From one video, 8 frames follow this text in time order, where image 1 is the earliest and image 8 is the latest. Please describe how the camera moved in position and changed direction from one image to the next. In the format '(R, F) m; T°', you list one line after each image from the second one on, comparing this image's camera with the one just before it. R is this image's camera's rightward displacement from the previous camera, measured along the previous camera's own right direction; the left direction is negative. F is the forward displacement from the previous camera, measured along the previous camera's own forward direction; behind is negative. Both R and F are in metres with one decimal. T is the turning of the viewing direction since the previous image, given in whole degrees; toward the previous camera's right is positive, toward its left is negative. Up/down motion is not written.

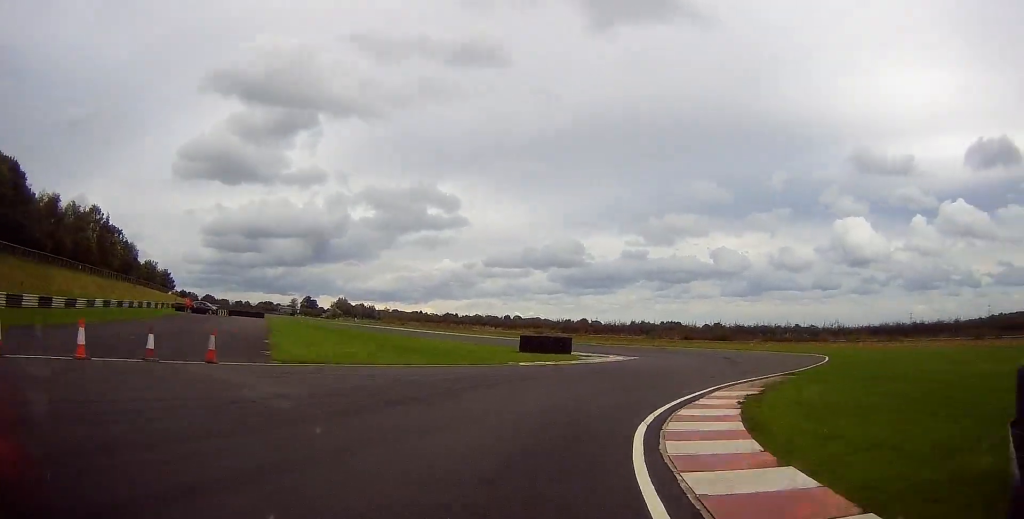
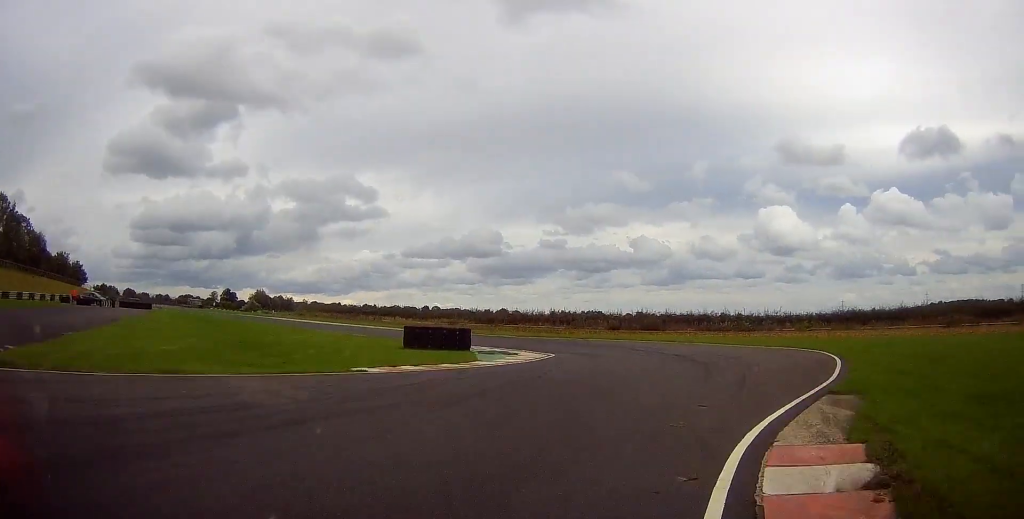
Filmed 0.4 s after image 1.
(+0.6, +8.5) m; +3°
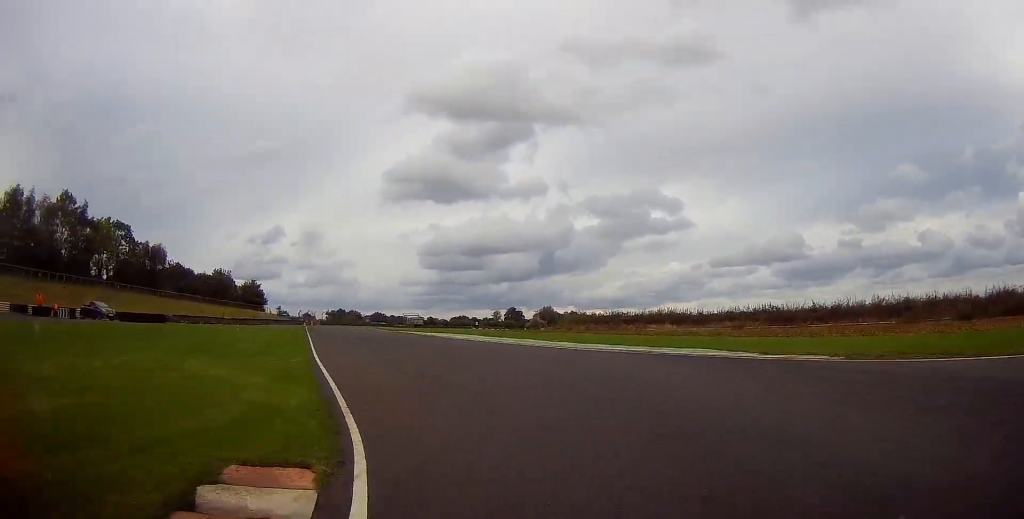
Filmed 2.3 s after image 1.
(-0.9, +37.6) m; -17°
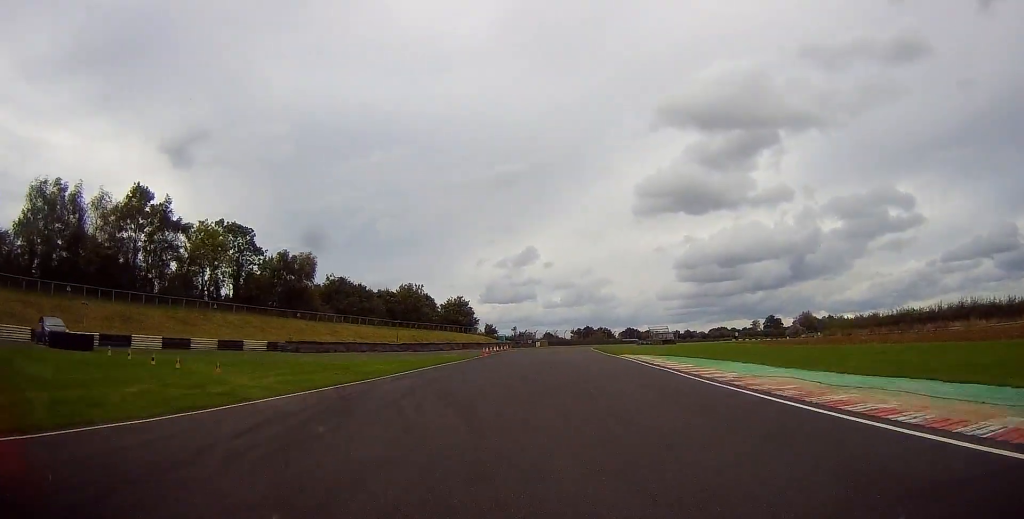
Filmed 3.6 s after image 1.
(-6.2, +26.4) m; -21°
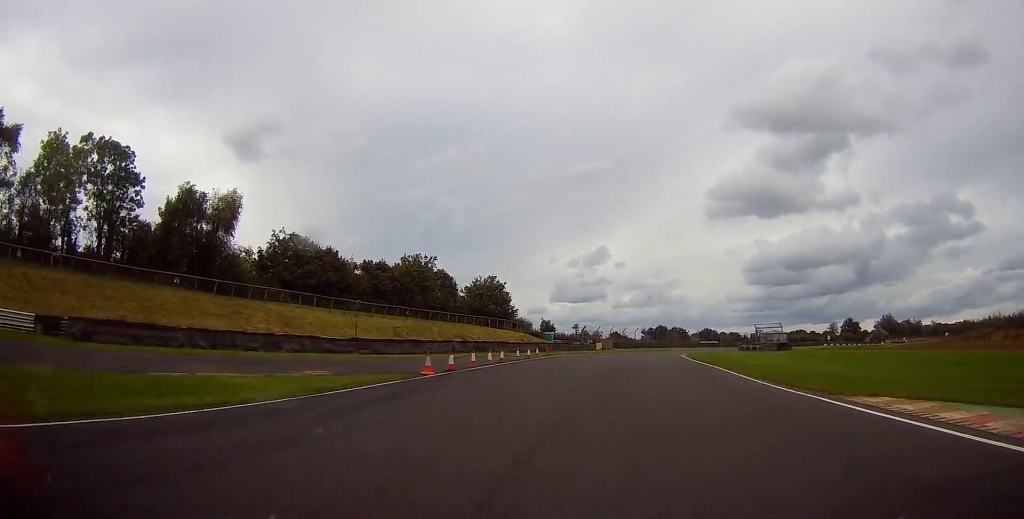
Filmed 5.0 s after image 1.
(-4.3, +33.5) m; -8°
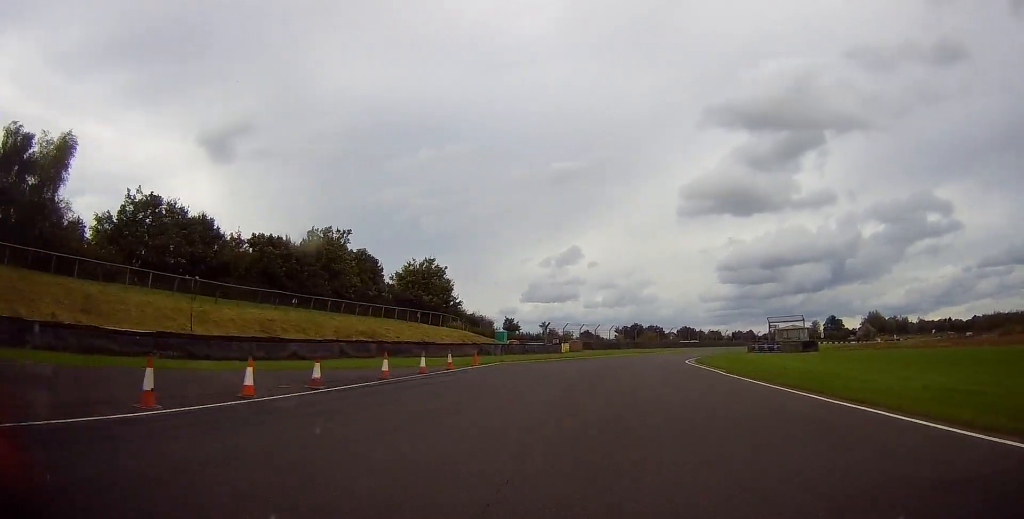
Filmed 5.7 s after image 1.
(+0.1, +18.5) m; +2°
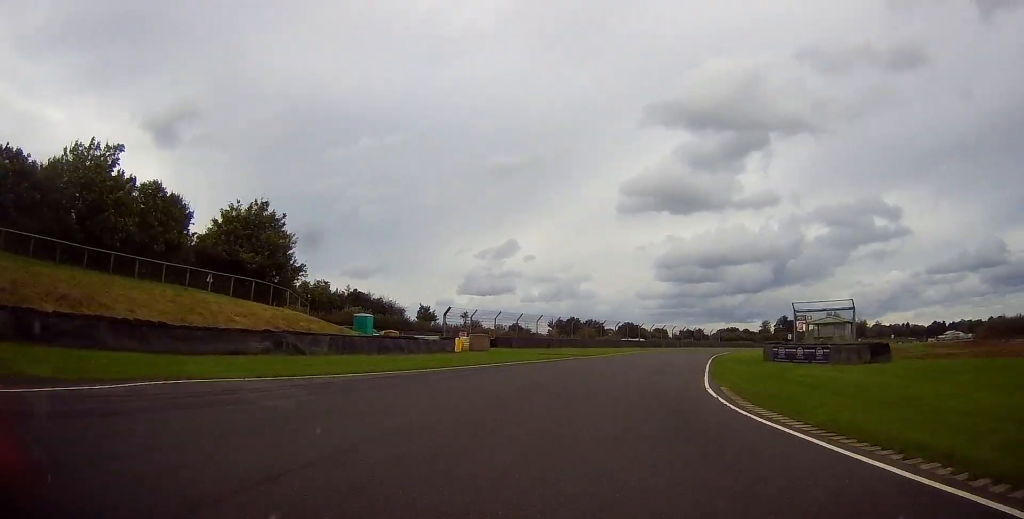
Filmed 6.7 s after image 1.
(+0.7, +24.6) m; +4°
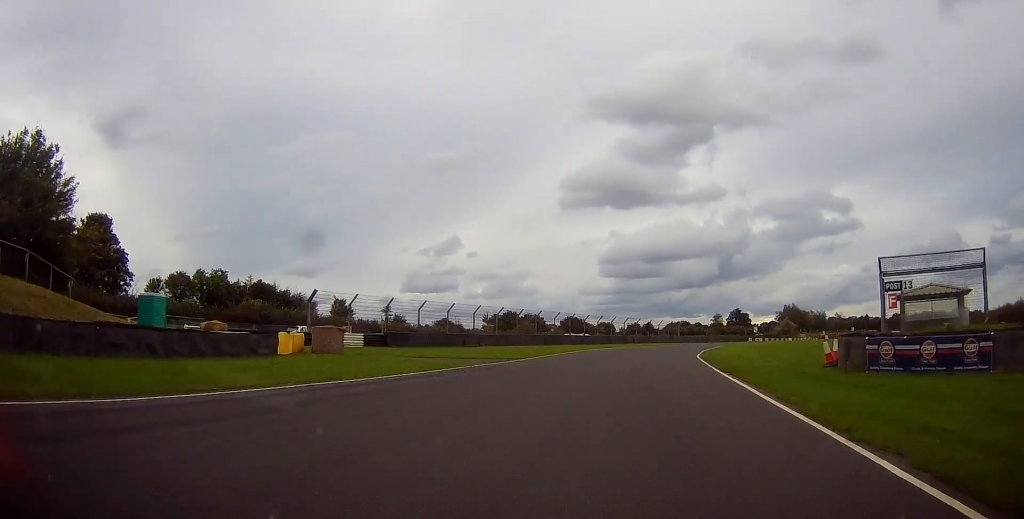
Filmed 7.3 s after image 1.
(+0.4, +18.4) m; +4°
